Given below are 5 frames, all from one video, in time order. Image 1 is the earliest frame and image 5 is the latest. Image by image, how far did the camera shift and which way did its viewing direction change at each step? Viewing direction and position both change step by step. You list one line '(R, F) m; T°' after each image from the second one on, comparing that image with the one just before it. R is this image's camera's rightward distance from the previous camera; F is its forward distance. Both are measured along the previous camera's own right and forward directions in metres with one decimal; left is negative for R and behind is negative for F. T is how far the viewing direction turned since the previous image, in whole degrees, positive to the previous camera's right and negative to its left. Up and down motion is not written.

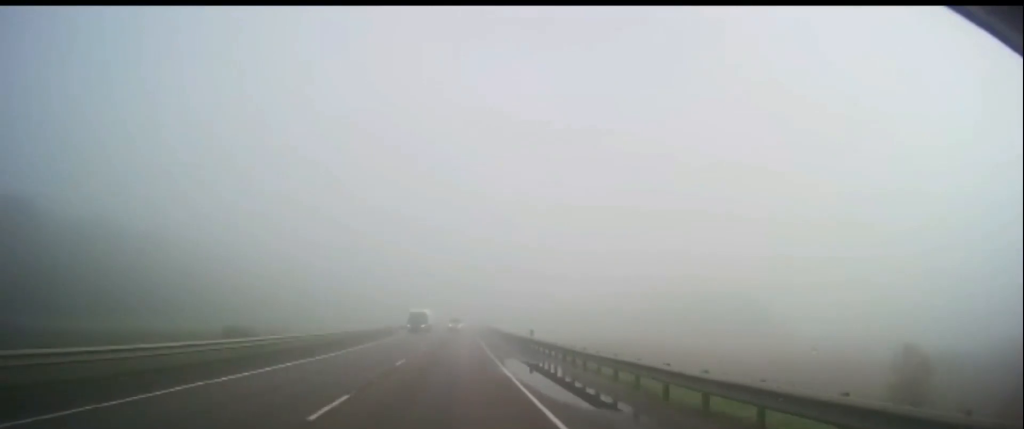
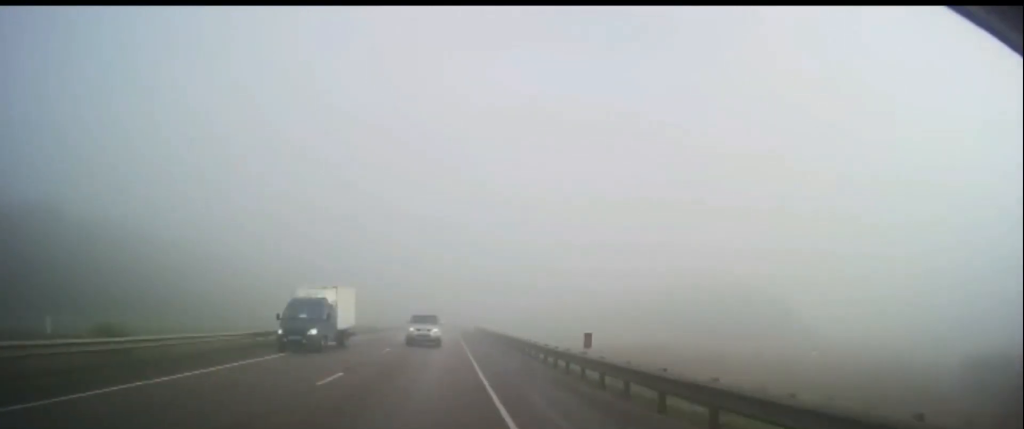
(+0.1, +23.3) m; +1°
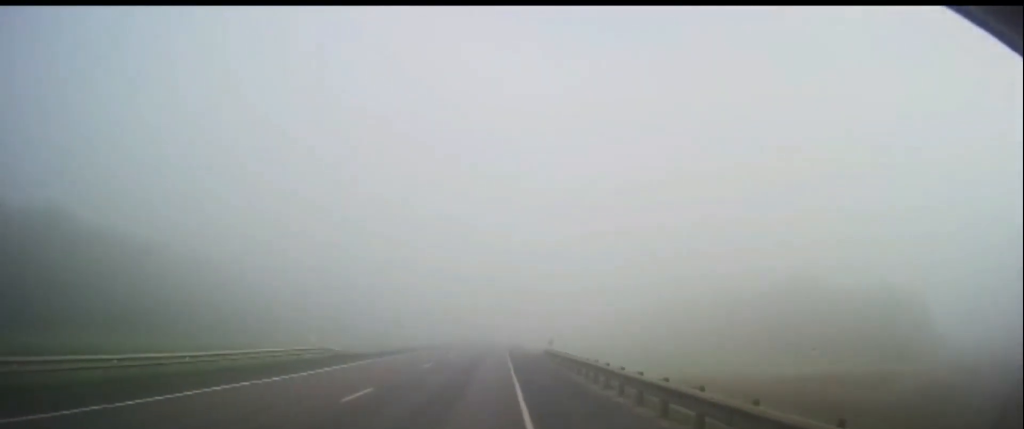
(+0.7, +42.2) m; -2°
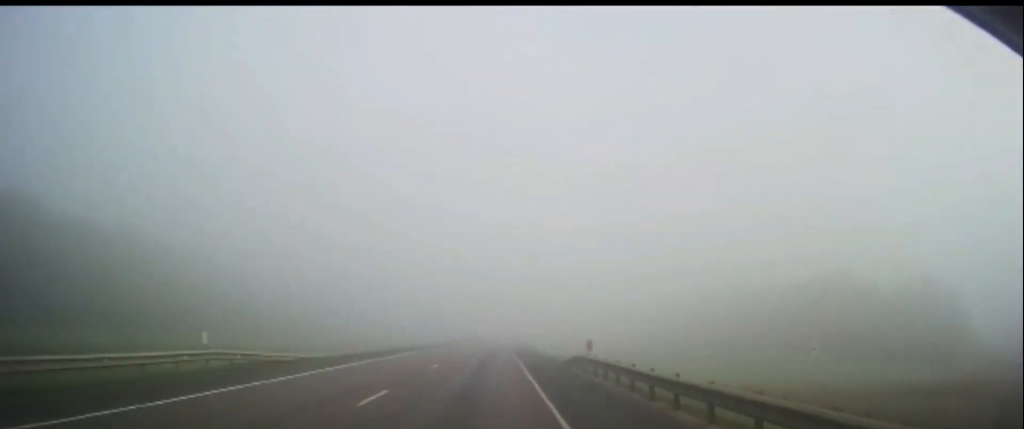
(-0.9, +13.0) m; -3°
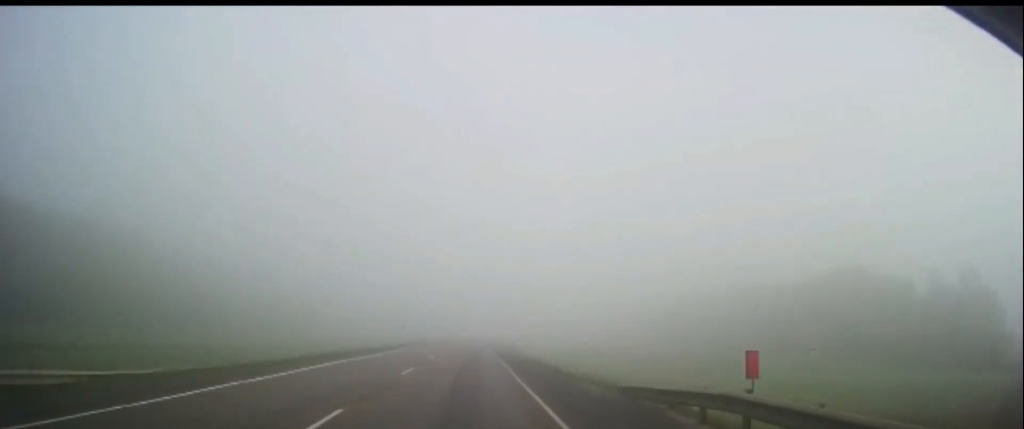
(0.0, +16.2) m; +1°
